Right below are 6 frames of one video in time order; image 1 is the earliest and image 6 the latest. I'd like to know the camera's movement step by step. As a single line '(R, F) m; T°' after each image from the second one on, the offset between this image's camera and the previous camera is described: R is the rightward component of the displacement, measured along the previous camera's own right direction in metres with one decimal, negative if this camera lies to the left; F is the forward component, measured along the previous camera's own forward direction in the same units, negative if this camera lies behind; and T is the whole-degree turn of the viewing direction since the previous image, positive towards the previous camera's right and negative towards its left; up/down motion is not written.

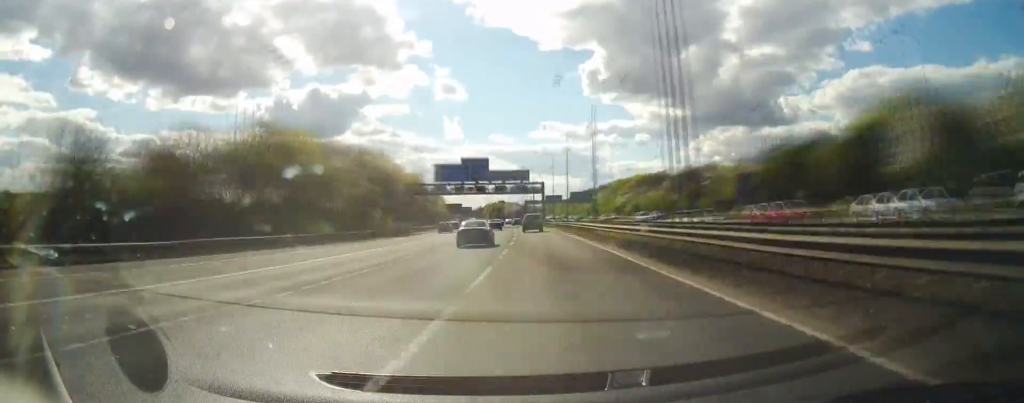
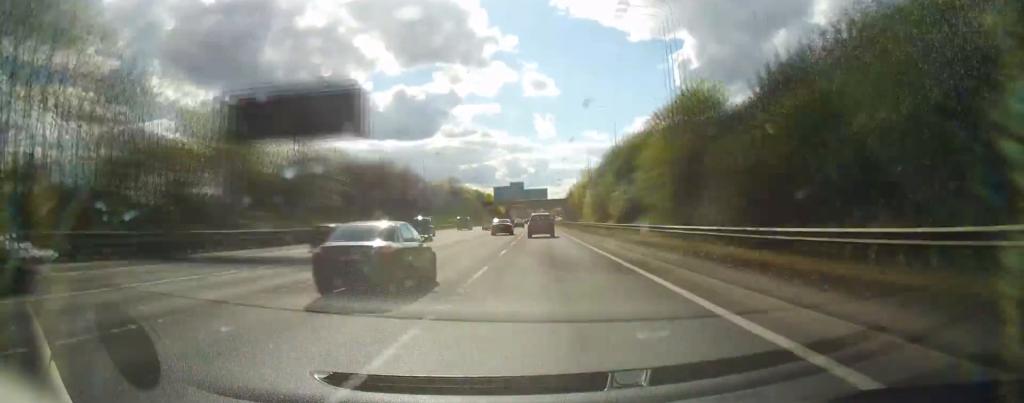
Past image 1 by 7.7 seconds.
(-24.6, +263.1) m; -7°
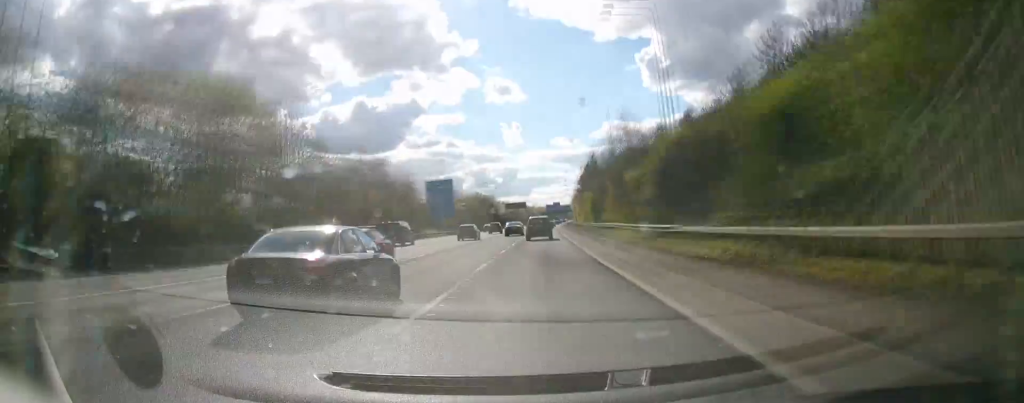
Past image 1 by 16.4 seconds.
(+1.4, +294.1) m; +2°
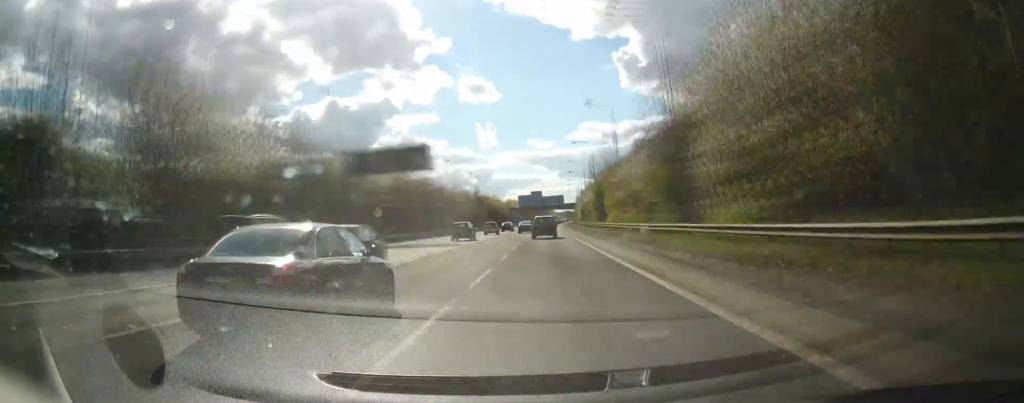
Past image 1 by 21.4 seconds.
(+3.6, +170.5) m; +3°
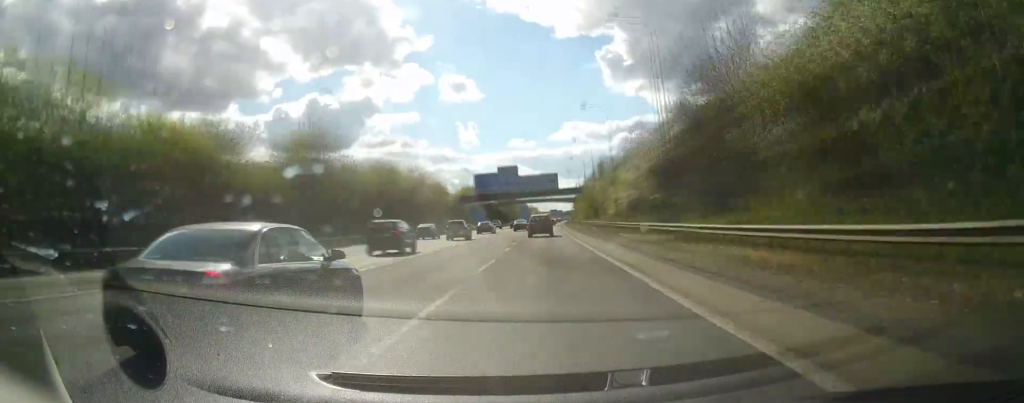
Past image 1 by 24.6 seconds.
(+1.6, +111.1) m; +2°
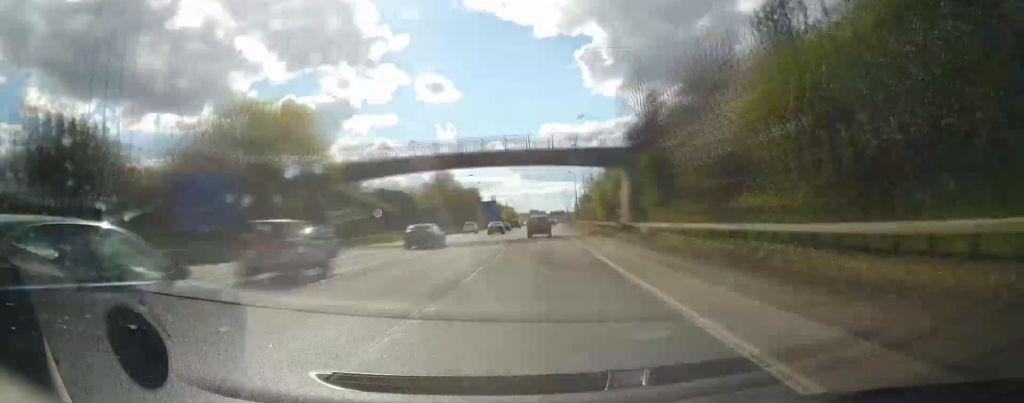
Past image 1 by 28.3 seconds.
(+2.6, +130.1) m; +2°
